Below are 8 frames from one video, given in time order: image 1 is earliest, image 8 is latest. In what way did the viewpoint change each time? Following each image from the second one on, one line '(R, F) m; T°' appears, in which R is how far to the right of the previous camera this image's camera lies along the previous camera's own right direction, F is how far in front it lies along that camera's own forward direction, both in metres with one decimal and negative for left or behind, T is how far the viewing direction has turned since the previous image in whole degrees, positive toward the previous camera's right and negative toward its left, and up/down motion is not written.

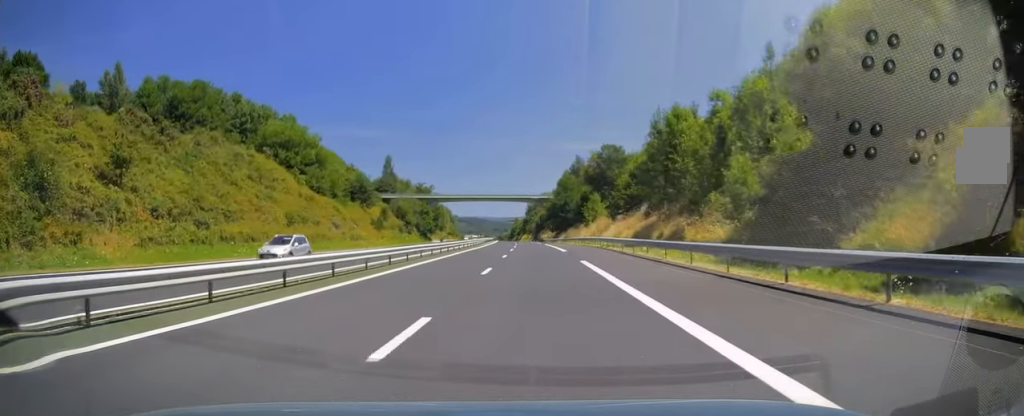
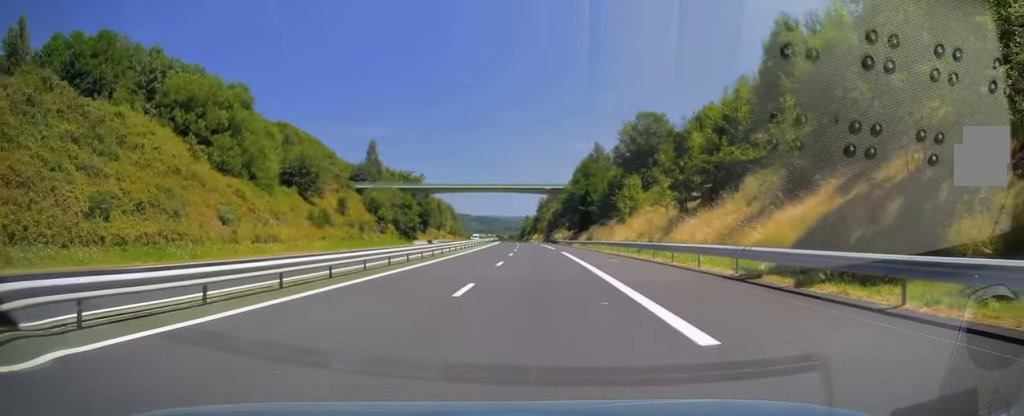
(-0.3, +32.2) m; -1°
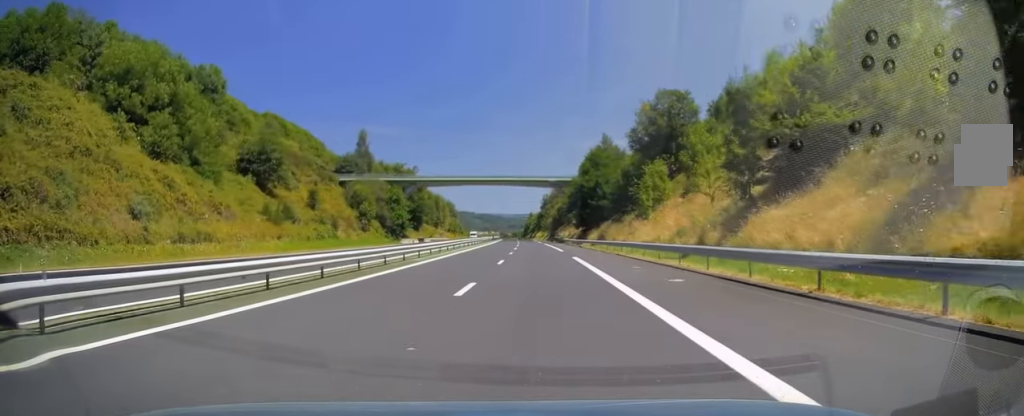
(+0.1, +12.9) m; 0°
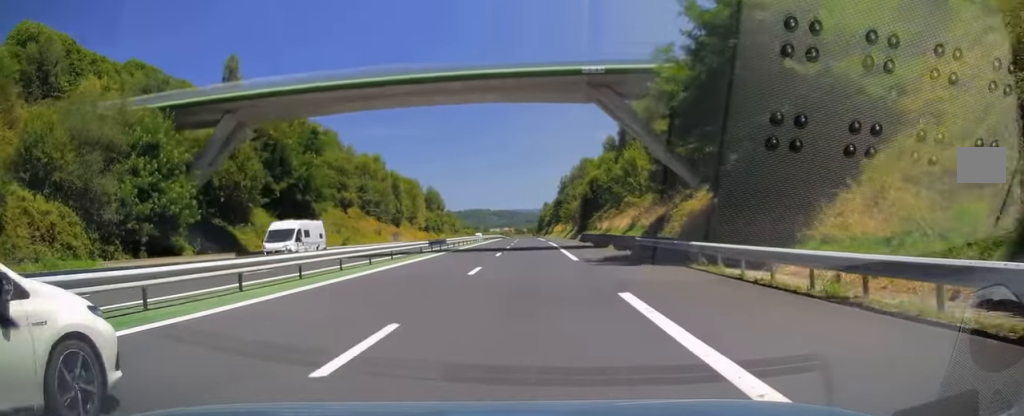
(-2.0, +72.9) m; -2°
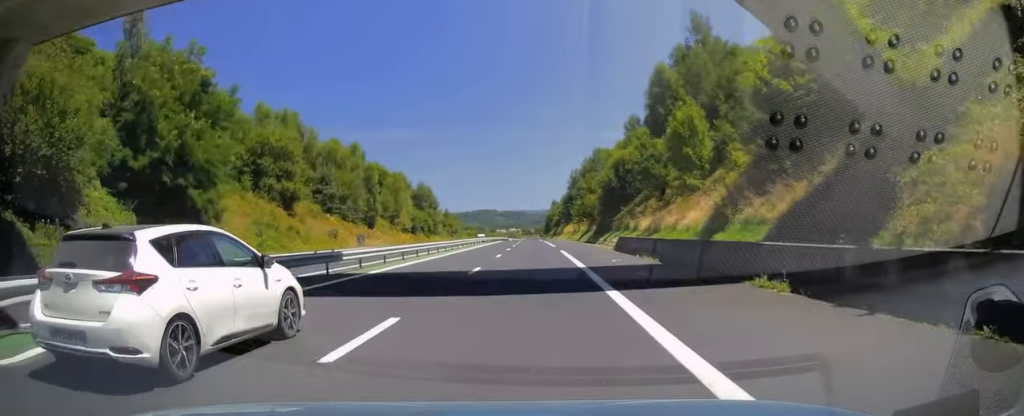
(+0.2, +25.3) m; 0°
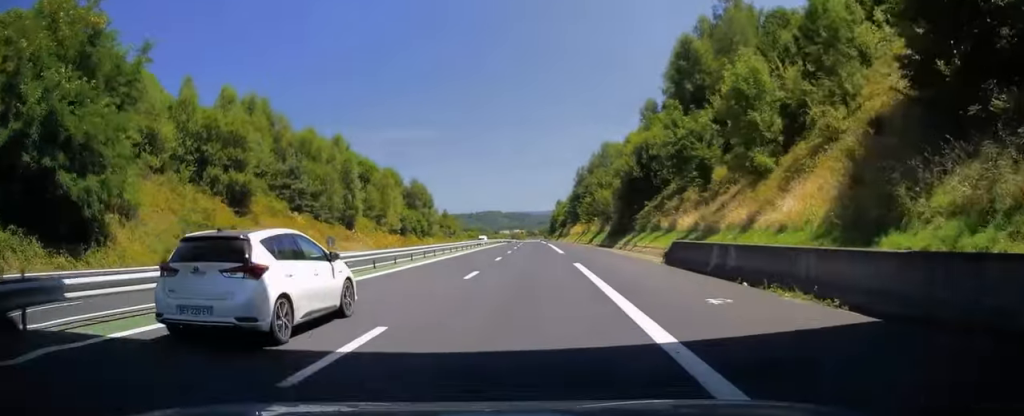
(-0.2, +13.9) m; -1°
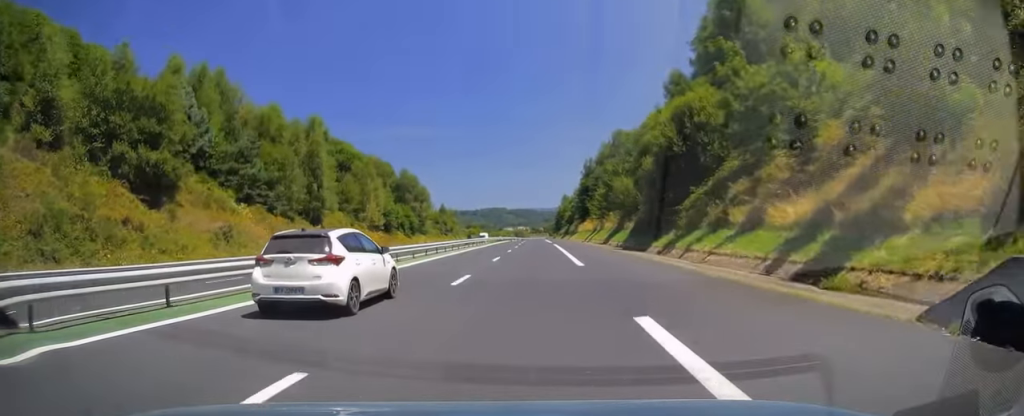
(-0.1, +15.9) m; -1°
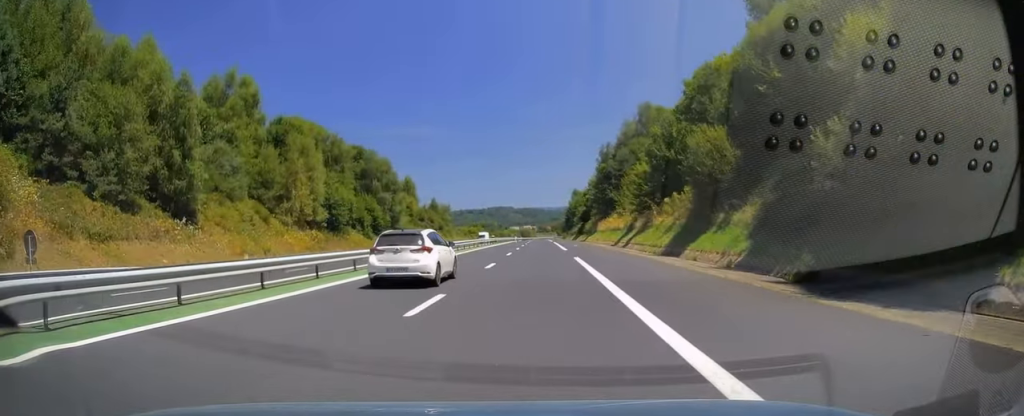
(-0.5, +31.8) m; -1°
